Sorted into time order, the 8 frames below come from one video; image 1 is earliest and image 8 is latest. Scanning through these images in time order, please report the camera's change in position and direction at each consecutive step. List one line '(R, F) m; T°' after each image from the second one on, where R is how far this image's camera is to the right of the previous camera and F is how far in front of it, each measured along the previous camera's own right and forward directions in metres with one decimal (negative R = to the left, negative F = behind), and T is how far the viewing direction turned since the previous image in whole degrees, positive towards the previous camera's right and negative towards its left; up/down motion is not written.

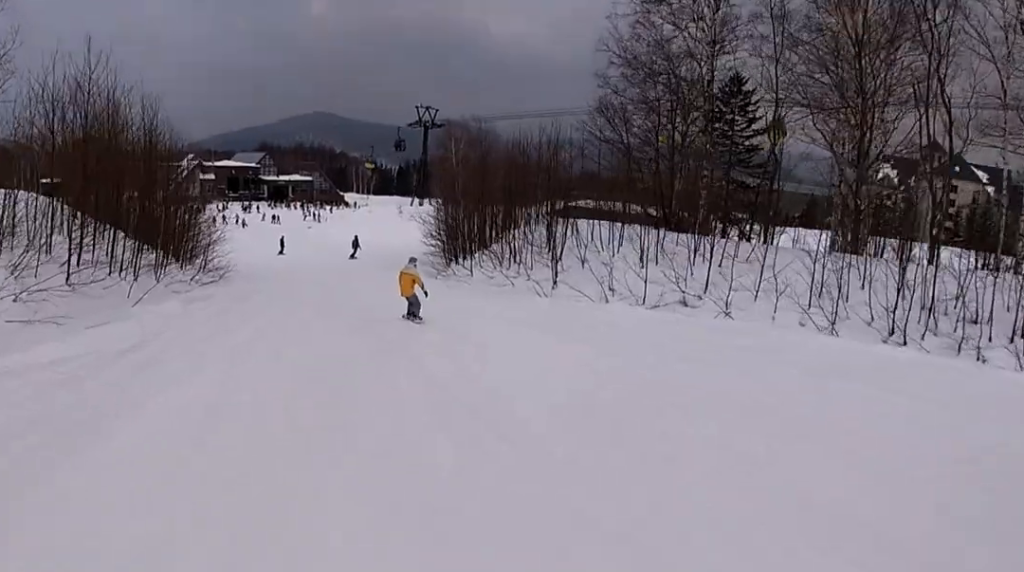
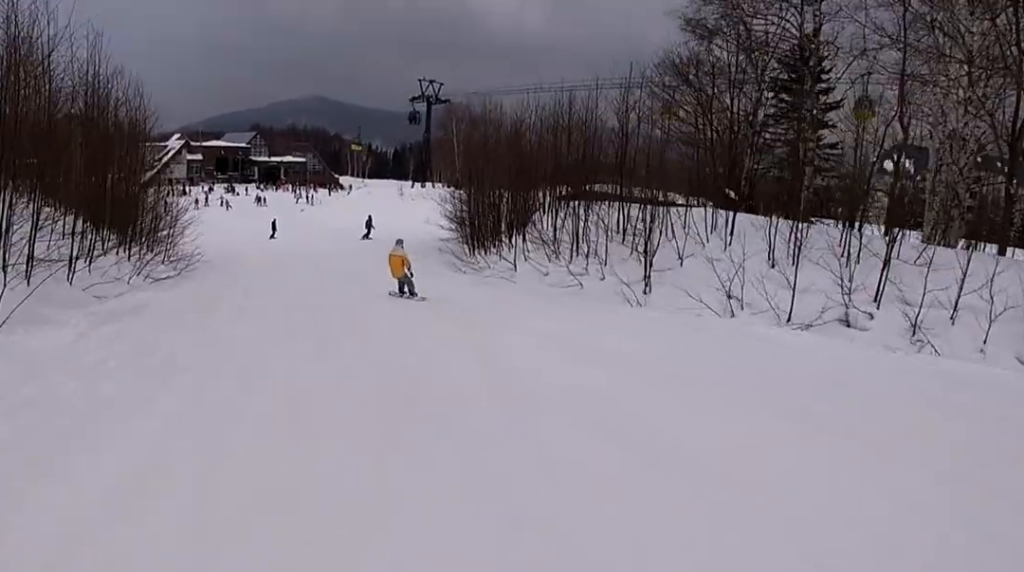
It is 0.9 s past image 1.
(+0.2, +7.2) m; -1°
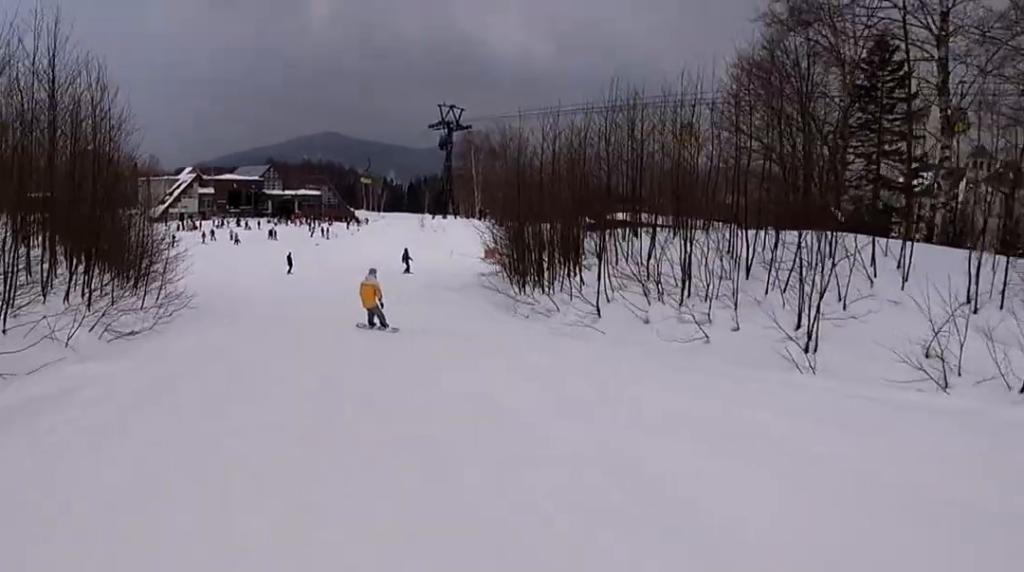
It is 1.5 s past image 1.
(-0.1, +5.6) m; -4°
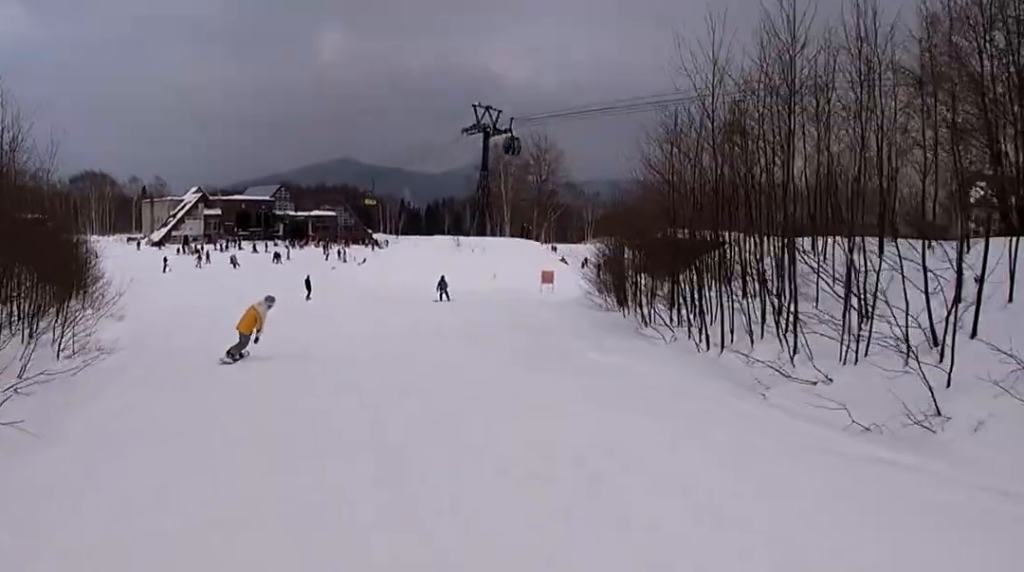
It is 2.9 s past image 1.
(-0.3, +12.0) m; 0°
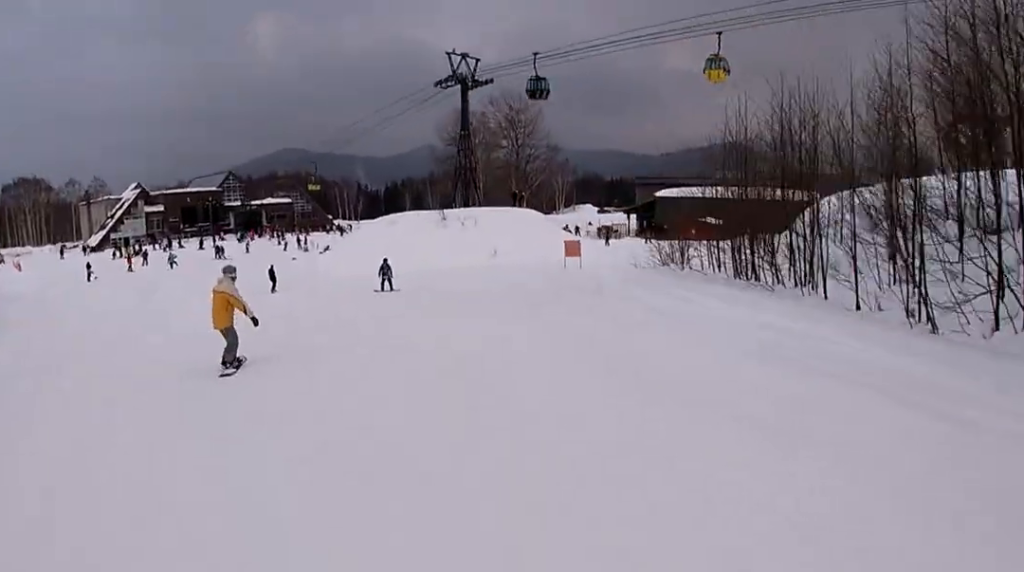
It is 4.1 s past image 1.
(-0.1, +11.0) m; -4°
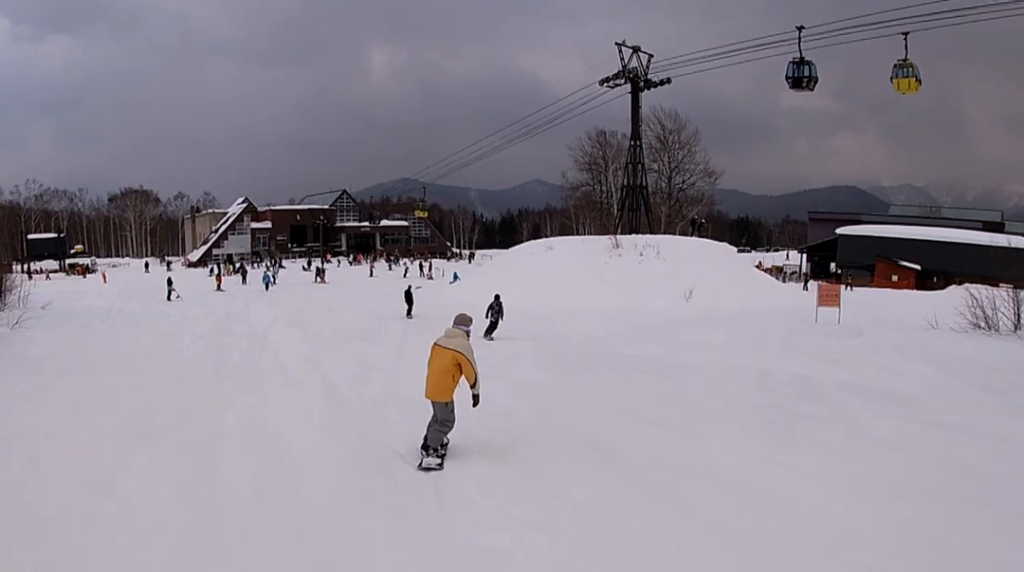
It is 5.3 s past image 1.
(-0.4, +11.8) m; -2°
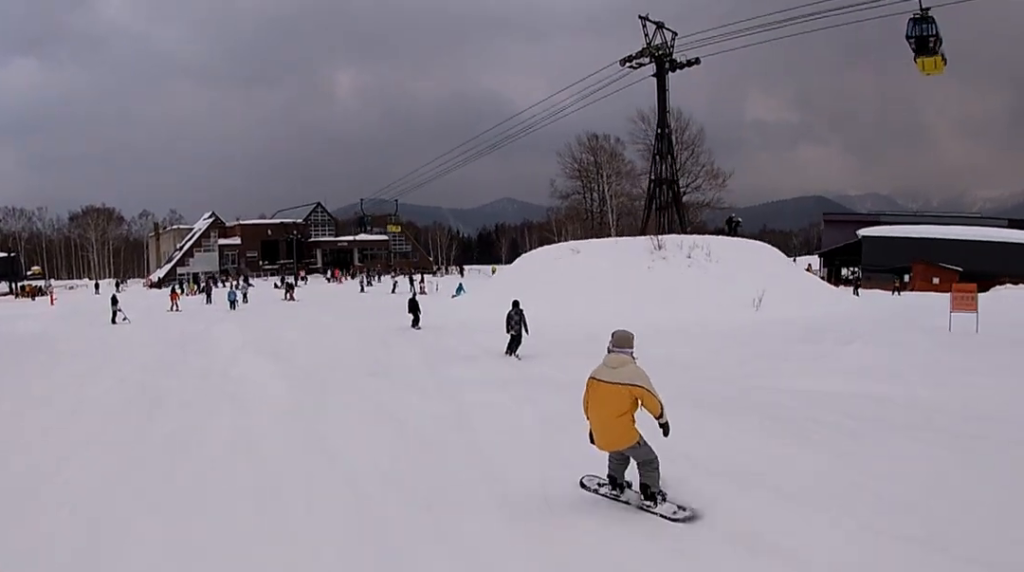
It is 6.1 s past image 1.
(0.0, +7.8) m; 0°
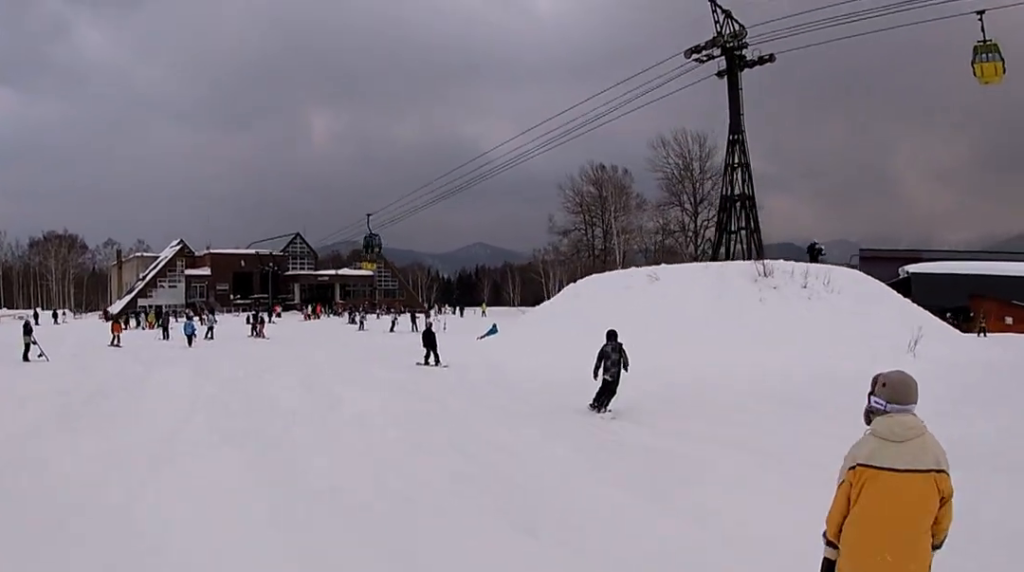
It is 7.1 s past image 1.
(0.0, +9.5) m; 0°
